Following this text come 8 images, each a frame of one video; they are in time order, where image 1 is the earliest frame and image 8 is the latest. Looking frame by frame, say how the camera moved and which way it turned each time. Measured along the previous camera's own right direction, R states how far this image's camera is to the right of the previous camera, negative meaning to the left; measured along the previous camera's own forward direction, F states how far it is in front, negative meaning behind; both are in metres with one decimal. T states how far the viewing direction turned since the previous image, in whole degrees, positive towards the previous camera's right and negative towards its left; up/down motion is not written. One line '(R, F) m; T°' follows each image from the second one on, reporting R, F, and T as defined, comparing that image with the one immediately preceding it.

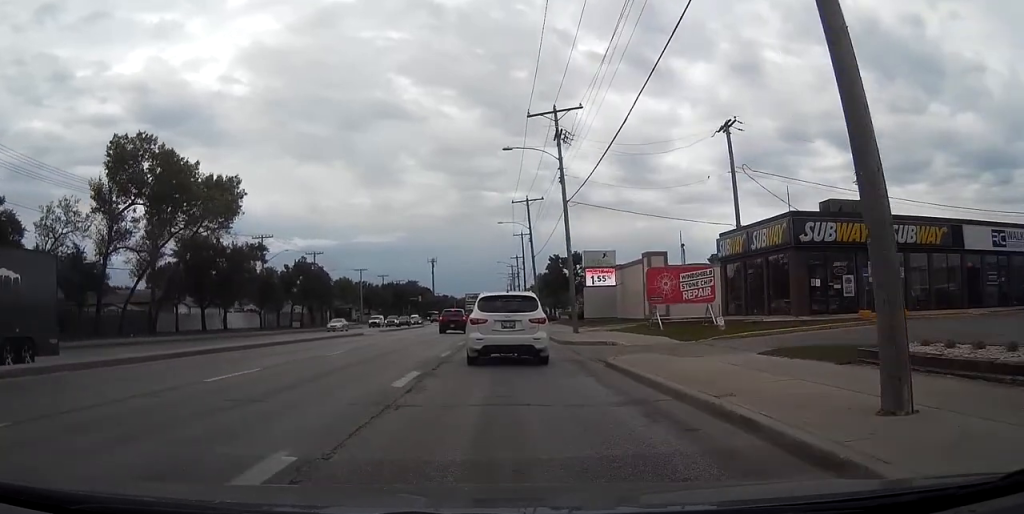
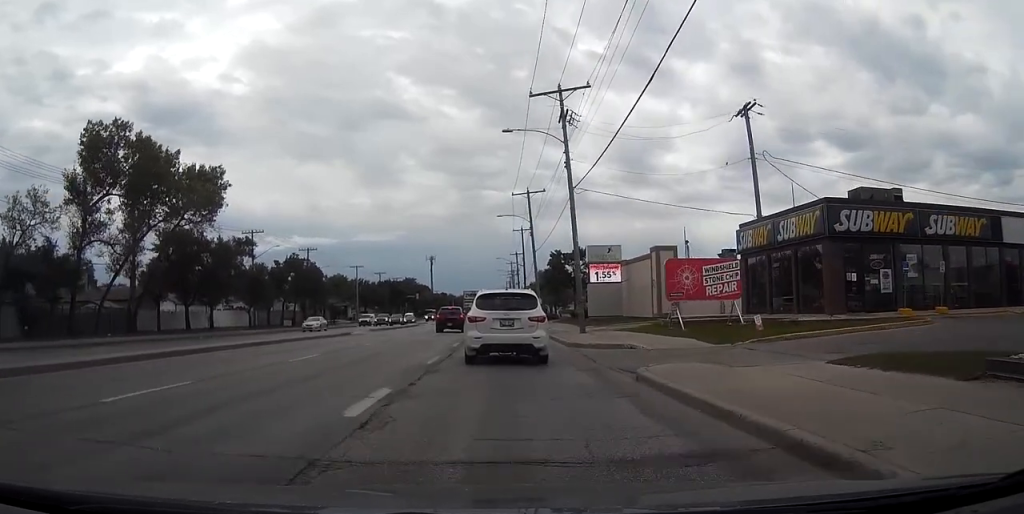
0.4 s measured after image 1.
(-0.1, +3.5) m; 0°
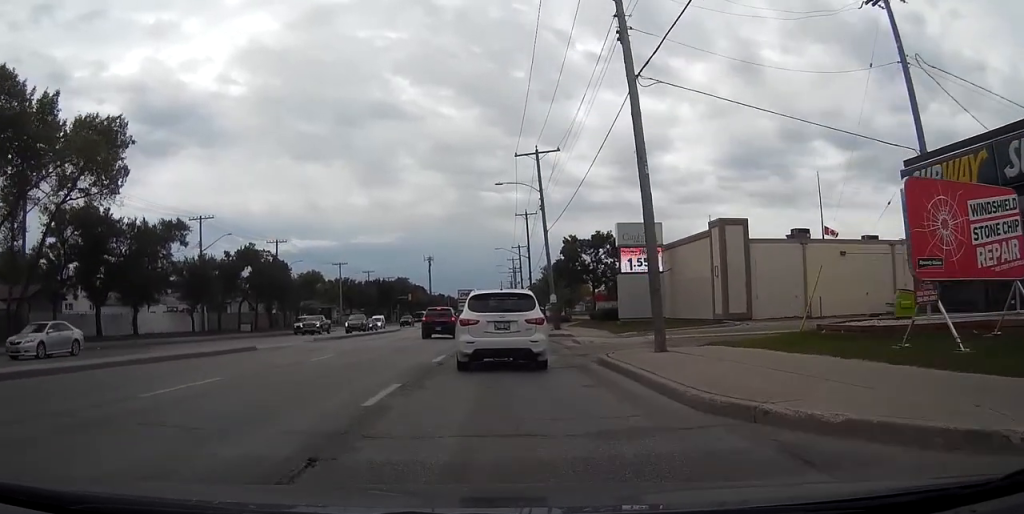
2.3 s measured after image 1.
(+0.3, +15.9) m; +1°
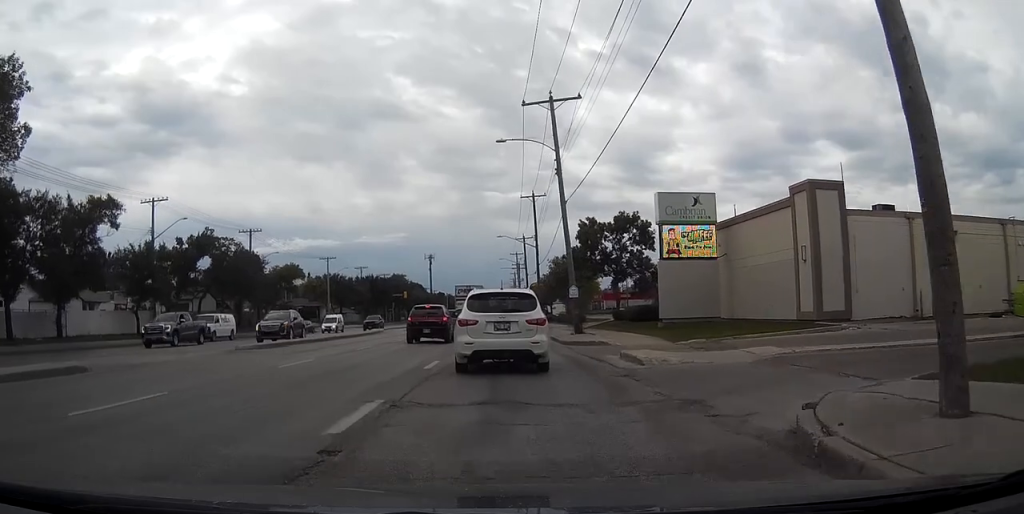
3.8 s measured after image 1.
(-0.2, +11.5) m; -2°
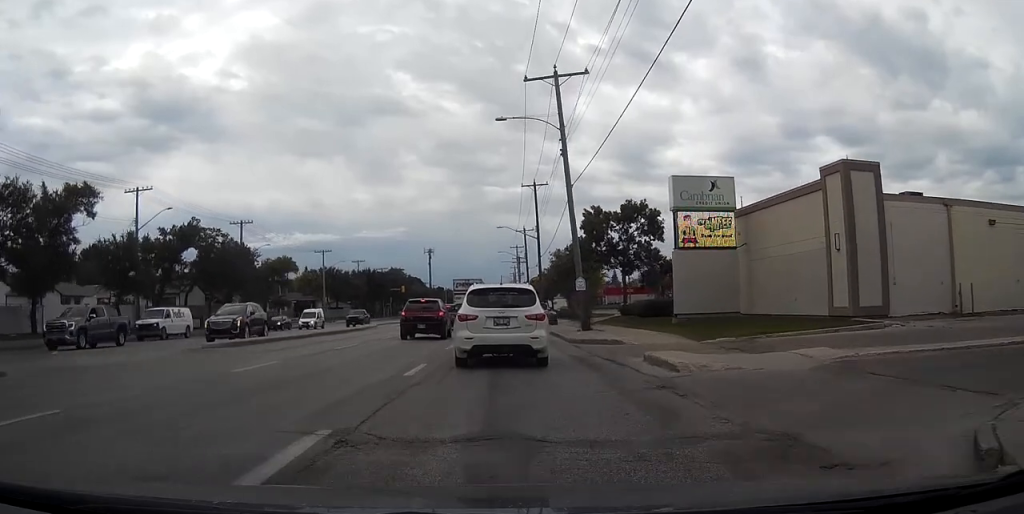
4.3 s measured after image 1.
(0.0, +3.2) m; 0°
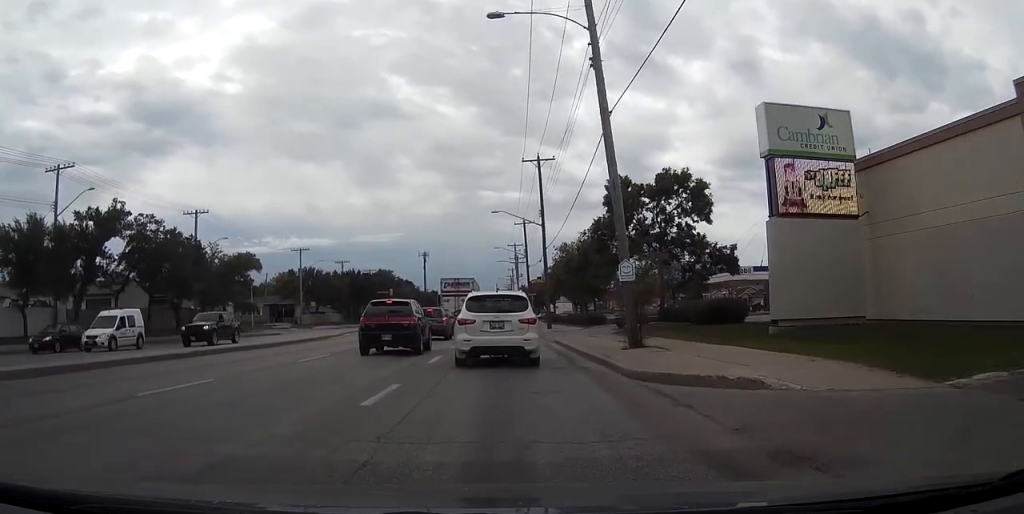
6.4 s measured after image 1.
(-0.2, +13.1) m; -1°
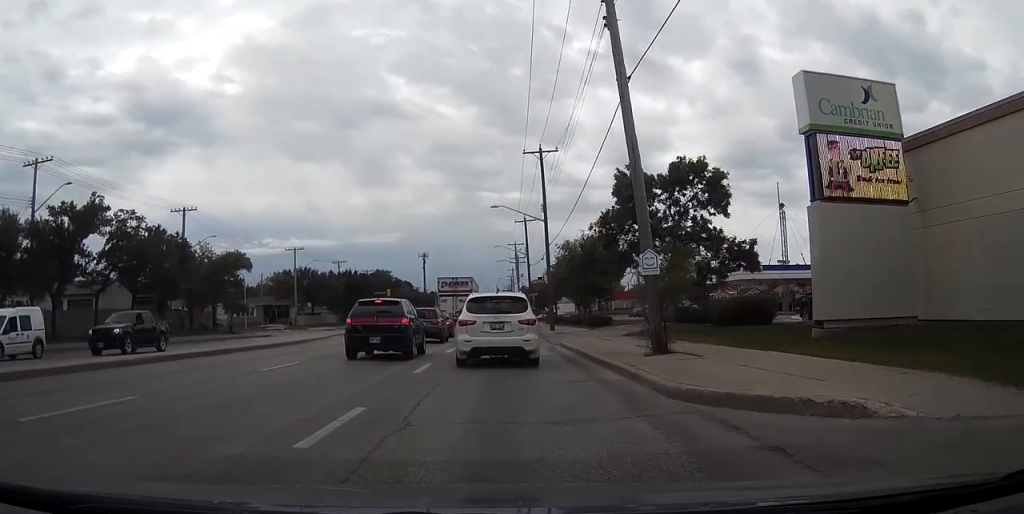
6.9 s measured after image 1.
(0.0, +3.1) m; 0°
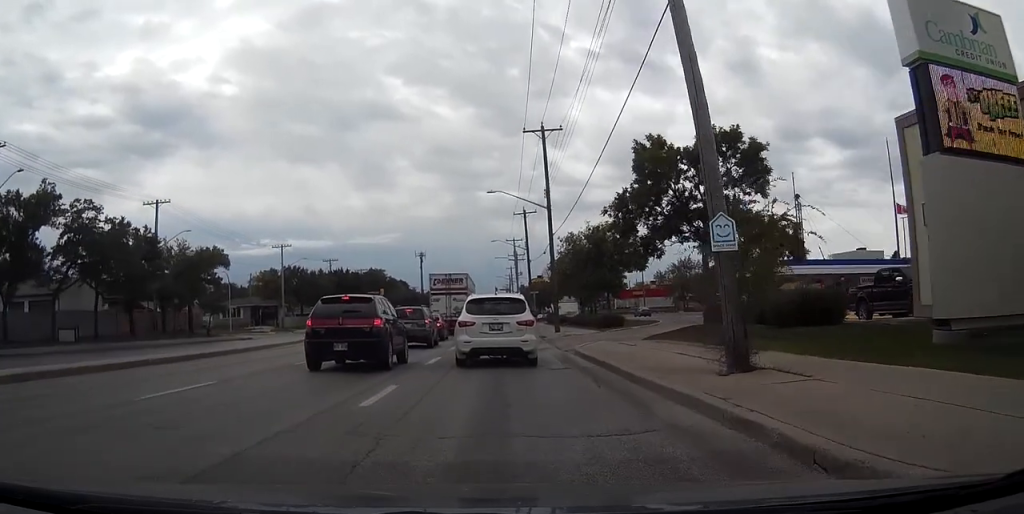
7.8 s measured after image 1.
(+0.1, +5.7) m; -1°
